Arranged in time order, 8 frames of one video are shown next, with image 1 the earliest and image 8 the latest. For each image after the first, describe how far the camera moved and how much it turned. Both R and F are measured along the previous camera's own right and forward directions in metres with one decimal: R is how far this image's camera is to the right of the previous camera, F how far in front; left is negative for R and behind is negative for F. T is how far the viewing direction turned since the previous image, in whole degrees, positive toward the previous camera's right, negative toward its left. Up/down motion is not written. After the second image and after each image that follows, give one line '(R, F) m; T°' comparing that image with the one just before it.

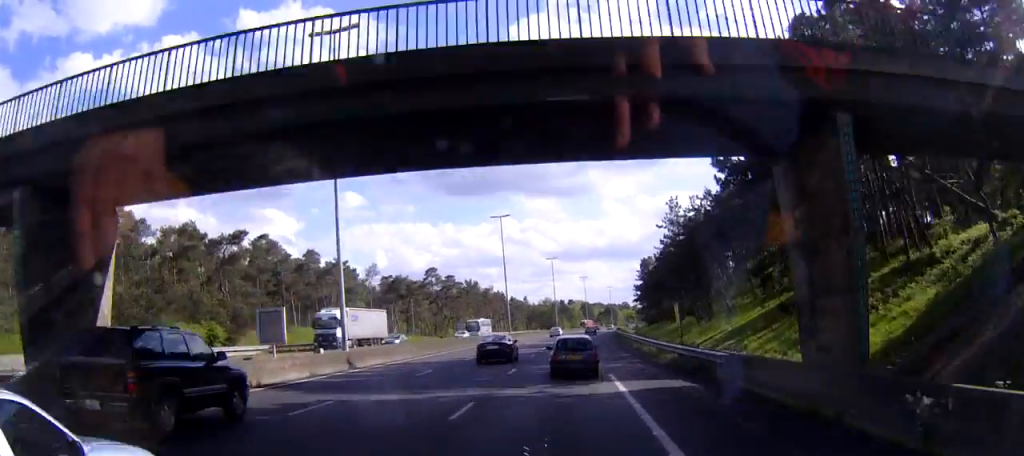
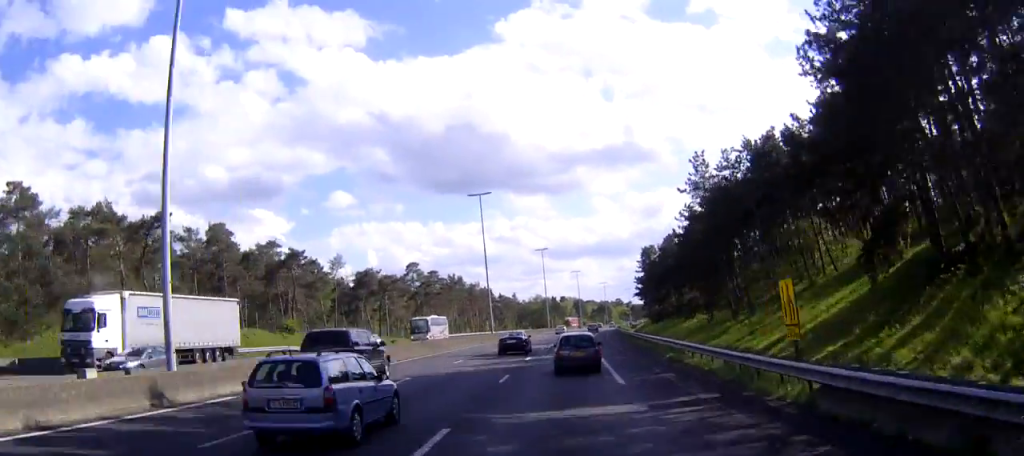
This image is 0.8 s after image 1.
(+0.1, +17.5) m; +1°
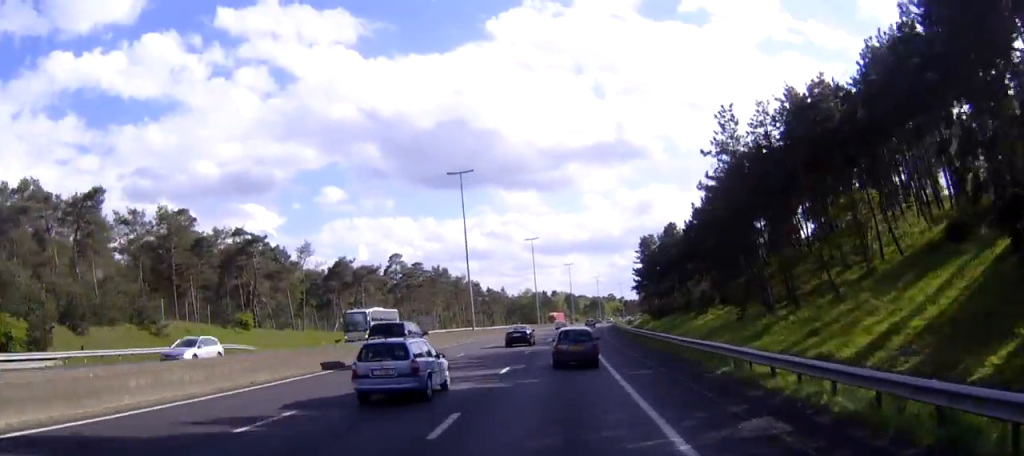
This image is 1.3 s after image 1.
(0.0, +11.7) m; +1°
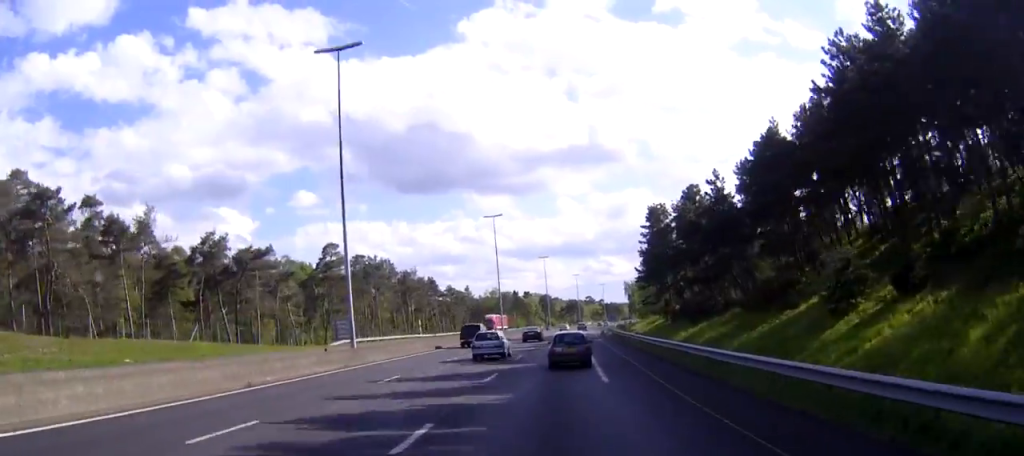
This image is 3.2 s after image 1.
(+1.1, +40.6) m; +3°
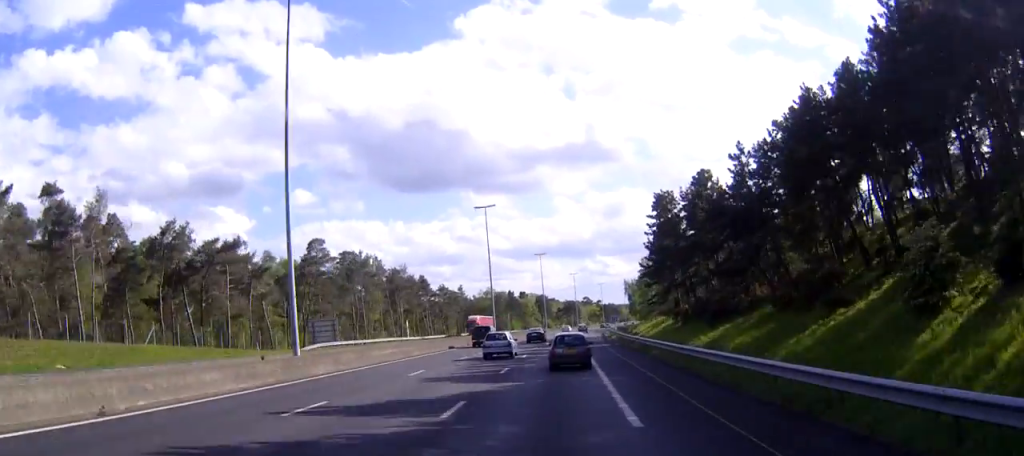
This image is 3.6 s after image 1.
(+0.1, +8.5) m; +1°
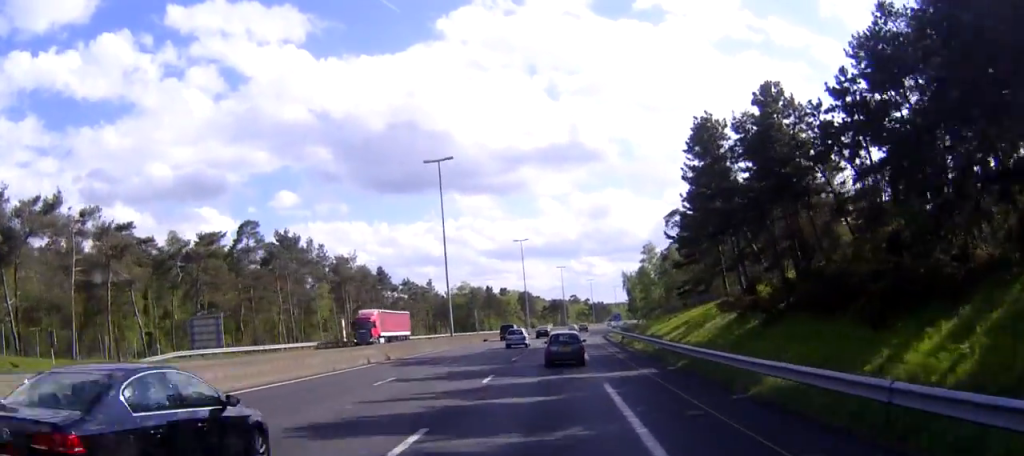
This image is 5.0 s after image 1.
(+0.5, +30.3) m; +2°
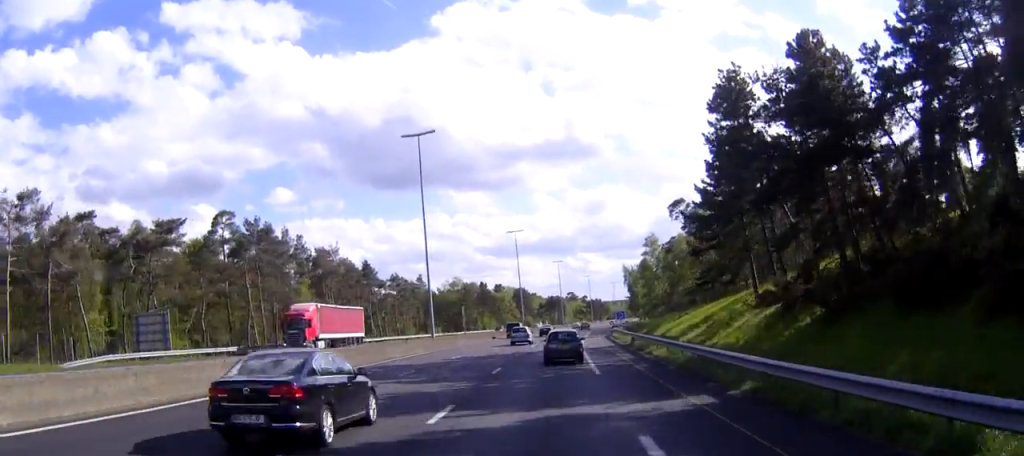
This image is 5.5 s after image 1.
(0.0, +9.2) m; 0°
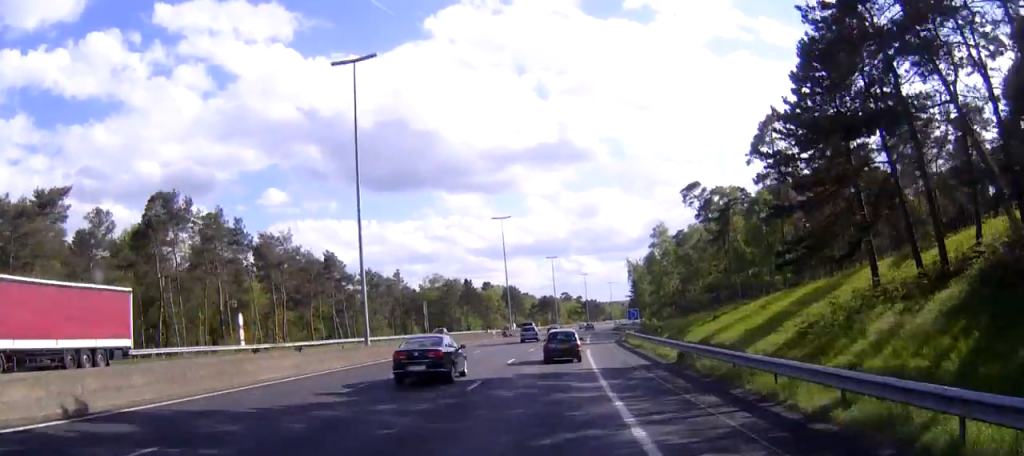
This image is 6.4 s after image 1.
(0.0, +20.0) m; 0°
